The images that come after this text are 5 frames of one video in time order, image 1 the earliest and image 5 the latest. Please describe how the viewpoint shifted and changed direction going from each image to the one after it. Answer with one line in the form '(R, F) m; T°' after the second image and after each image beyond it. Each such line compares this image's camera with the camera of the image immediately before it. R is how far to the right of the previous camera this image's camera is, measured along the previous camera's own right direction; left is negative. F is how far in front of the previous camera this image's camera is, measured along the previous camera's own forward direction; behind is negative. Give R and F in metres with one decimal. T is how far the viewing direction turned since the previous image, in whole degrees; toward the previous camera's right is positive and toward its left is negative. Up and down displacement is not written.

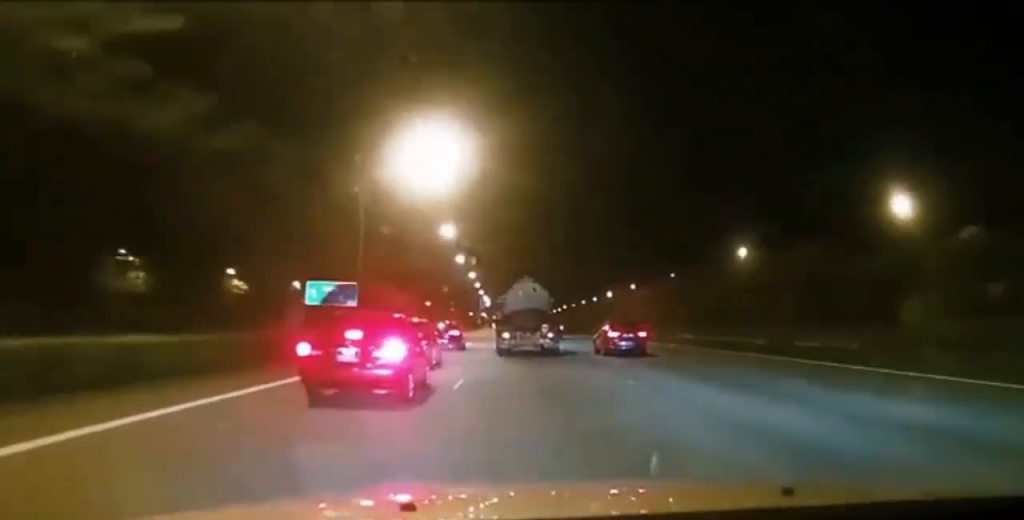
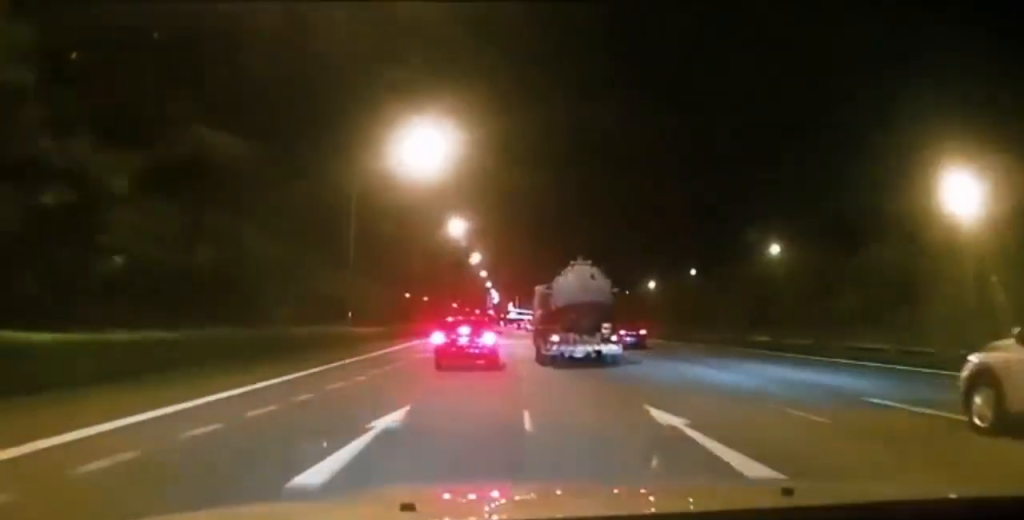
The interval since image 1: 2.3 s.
(-0.3, +39.6) m; -2°
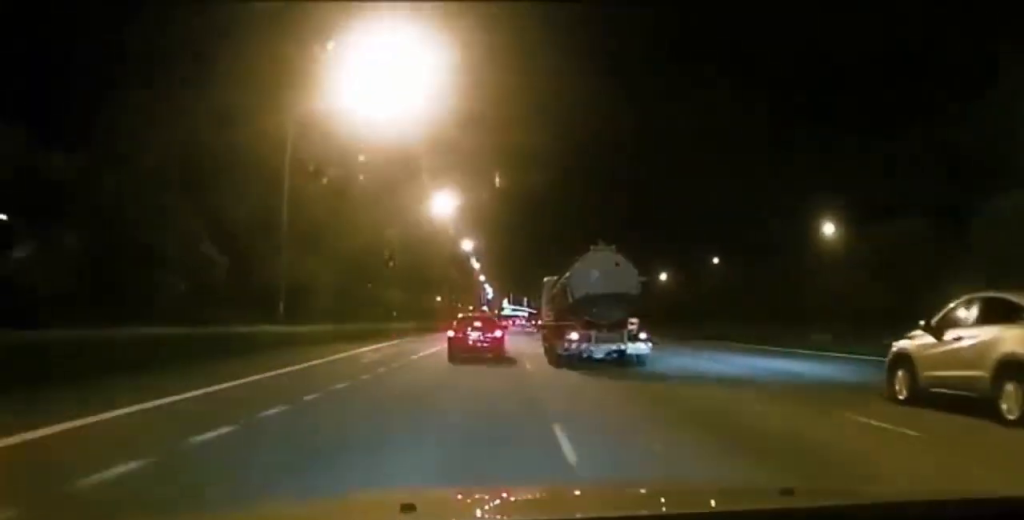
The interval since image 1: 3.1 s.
(0.0, +14.2) m; 0°
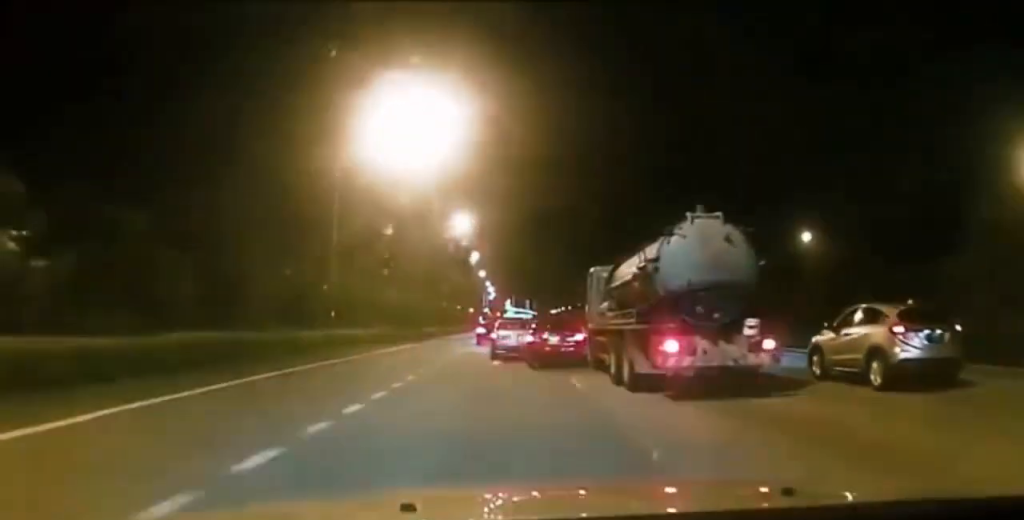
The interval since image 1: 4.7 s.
(+0.1, +28.8) m; +1°
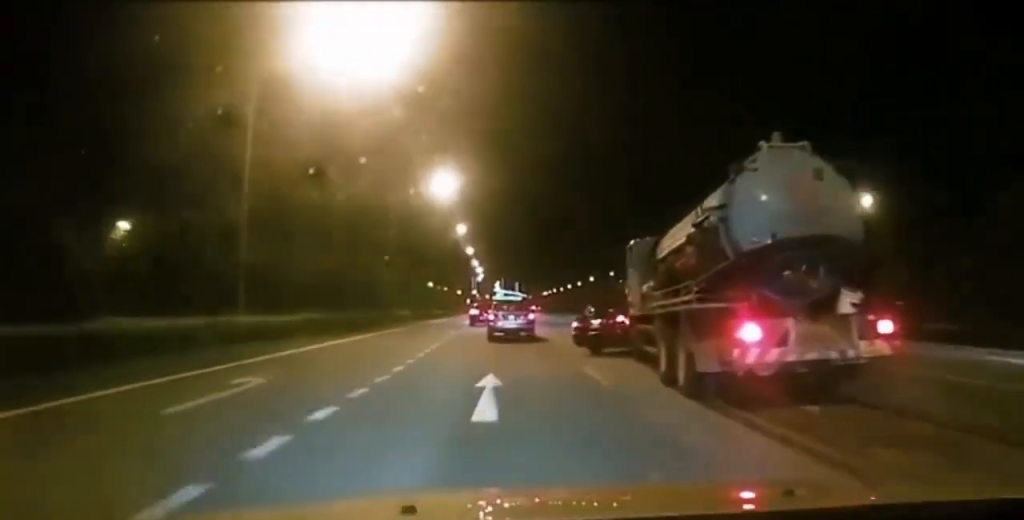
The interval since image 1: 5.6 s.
(+0.3, +14.1) m; 0°
